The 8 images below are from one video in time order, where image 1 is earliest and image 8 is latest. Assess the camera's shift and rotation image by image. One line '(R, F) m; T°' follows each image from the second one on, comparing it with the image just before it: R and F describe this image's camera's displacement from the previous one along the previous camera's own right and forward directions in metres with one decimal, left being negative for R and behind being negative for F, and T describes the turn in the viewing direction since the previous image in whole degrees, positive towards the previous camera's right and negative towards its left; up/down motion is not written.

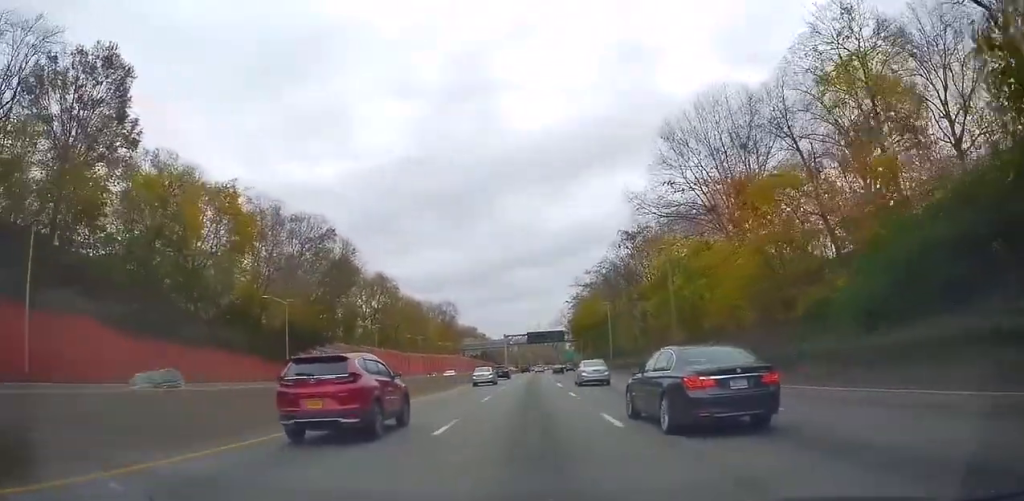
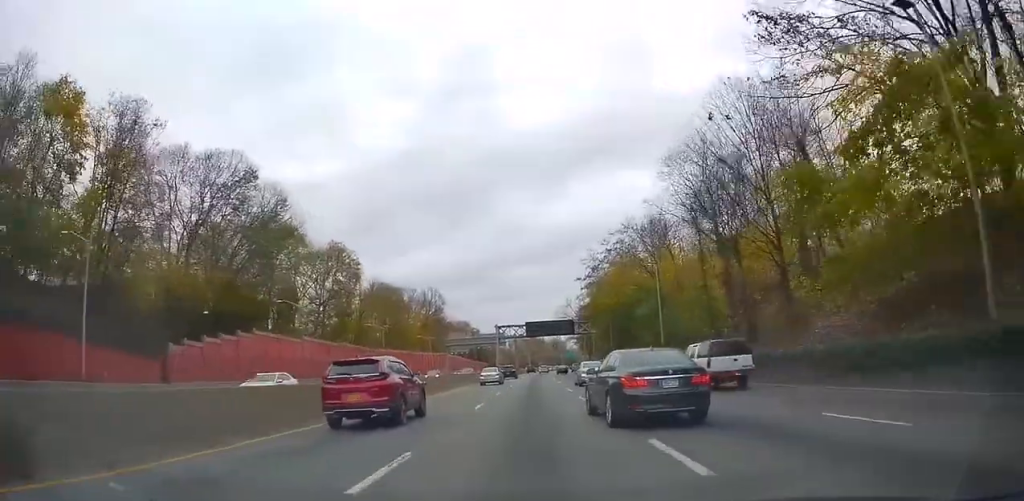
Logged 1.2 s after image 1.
(-0.2, +28.8) m; 0°
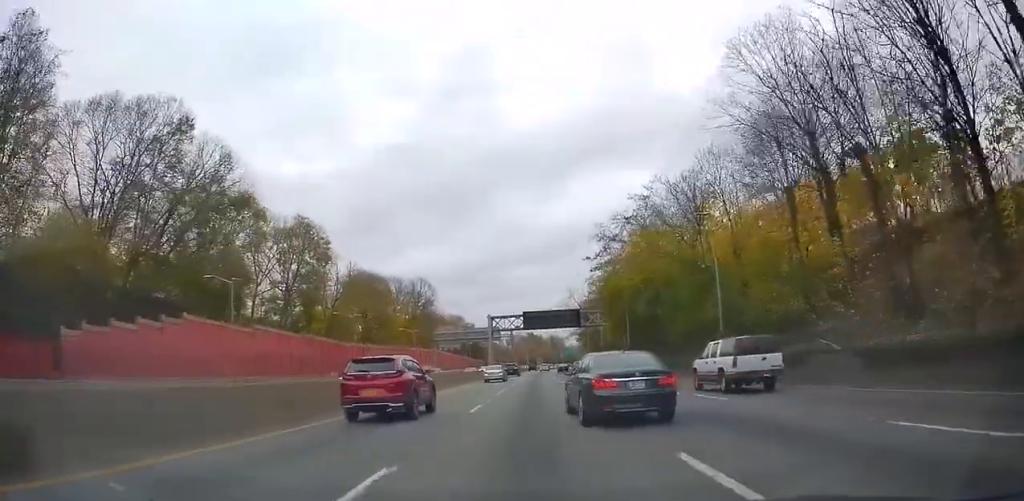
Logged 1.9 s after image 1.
(0.0, +14.5) m; 0°
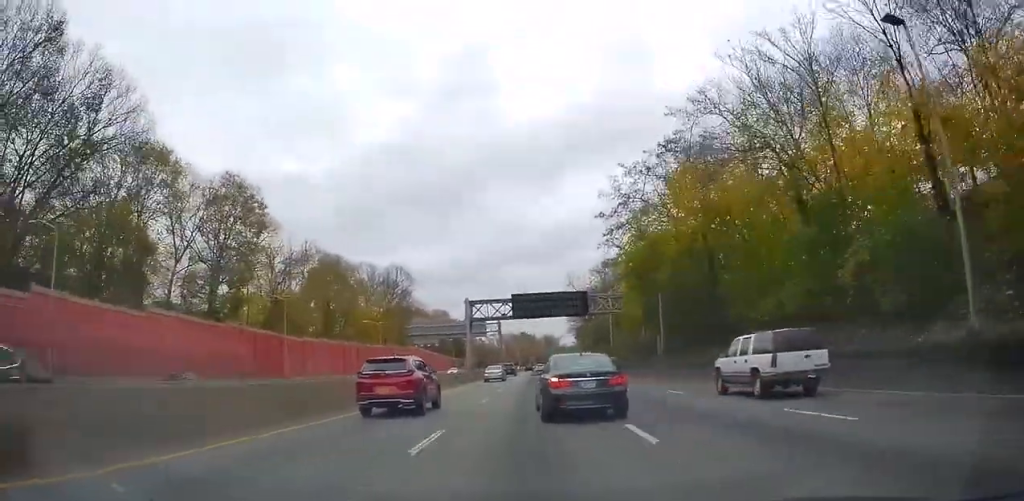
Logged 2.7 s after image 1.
(+0.1, +19.6) m; 0°
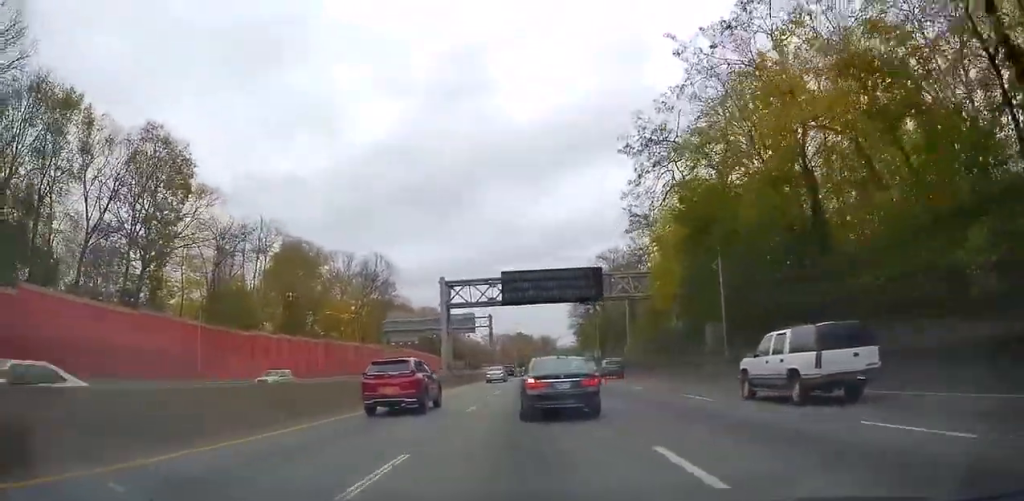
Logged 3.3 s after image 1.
(0.0, +15.3) m; 0°
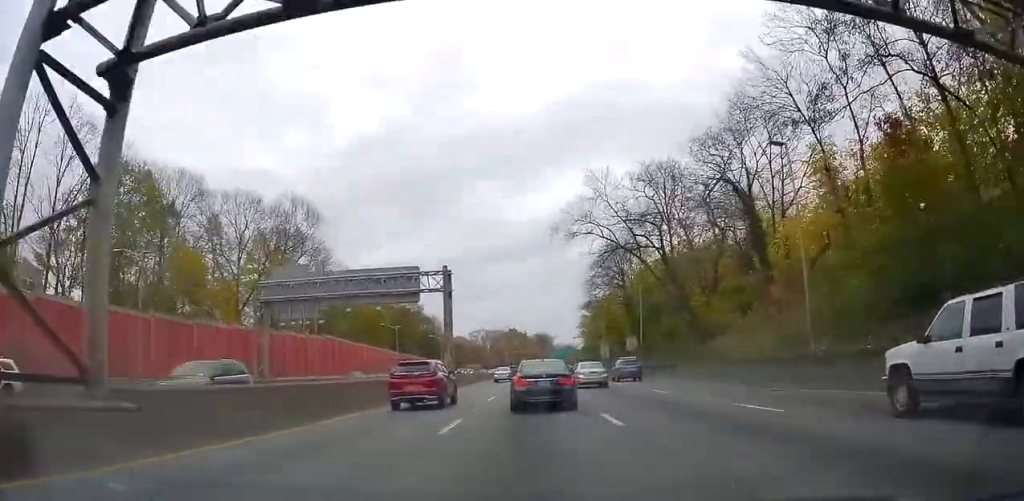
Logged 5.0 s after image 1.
(+0.5, +41.3) m; 0°
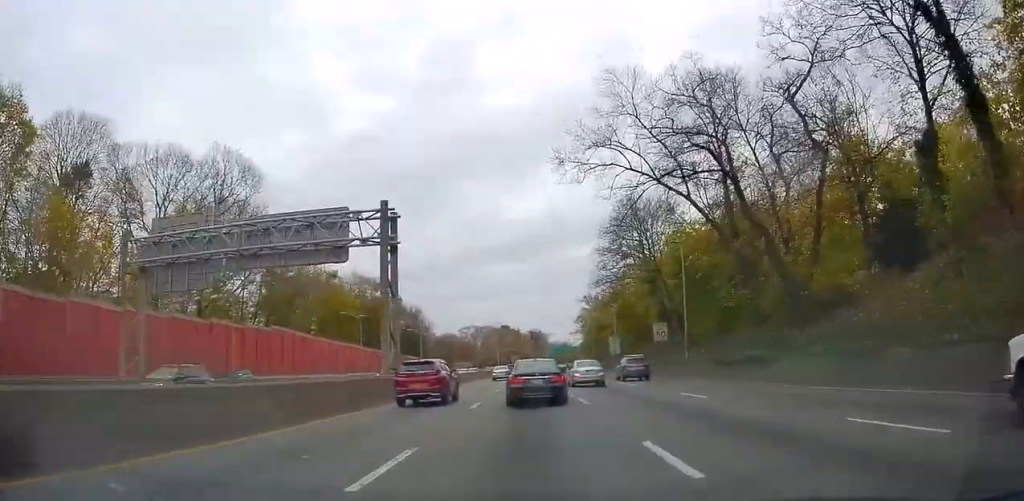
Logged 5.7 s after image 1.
(-0.5, +17.8) m; 0°
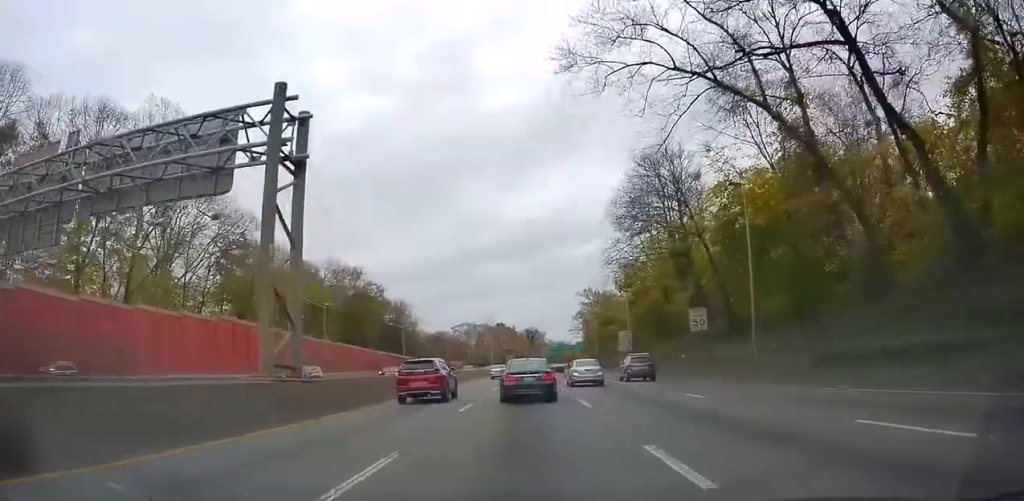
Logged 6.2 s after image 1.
(+0.1, +12.5) m; +1°
